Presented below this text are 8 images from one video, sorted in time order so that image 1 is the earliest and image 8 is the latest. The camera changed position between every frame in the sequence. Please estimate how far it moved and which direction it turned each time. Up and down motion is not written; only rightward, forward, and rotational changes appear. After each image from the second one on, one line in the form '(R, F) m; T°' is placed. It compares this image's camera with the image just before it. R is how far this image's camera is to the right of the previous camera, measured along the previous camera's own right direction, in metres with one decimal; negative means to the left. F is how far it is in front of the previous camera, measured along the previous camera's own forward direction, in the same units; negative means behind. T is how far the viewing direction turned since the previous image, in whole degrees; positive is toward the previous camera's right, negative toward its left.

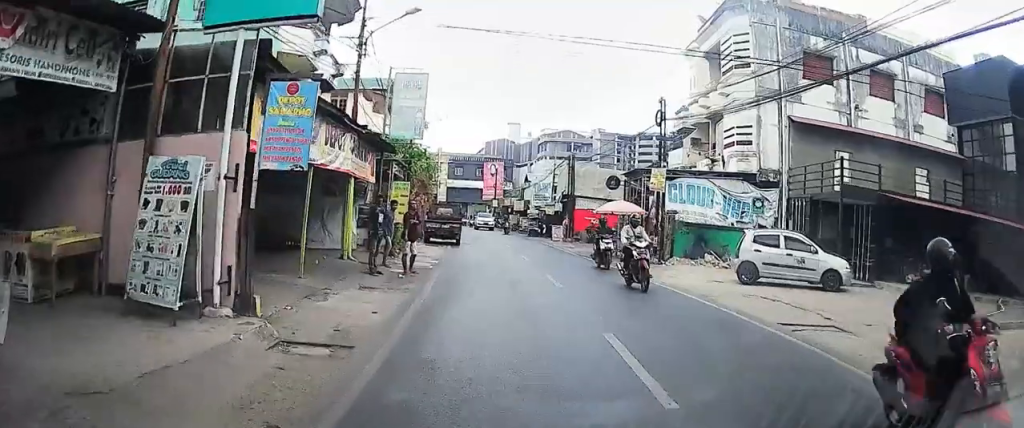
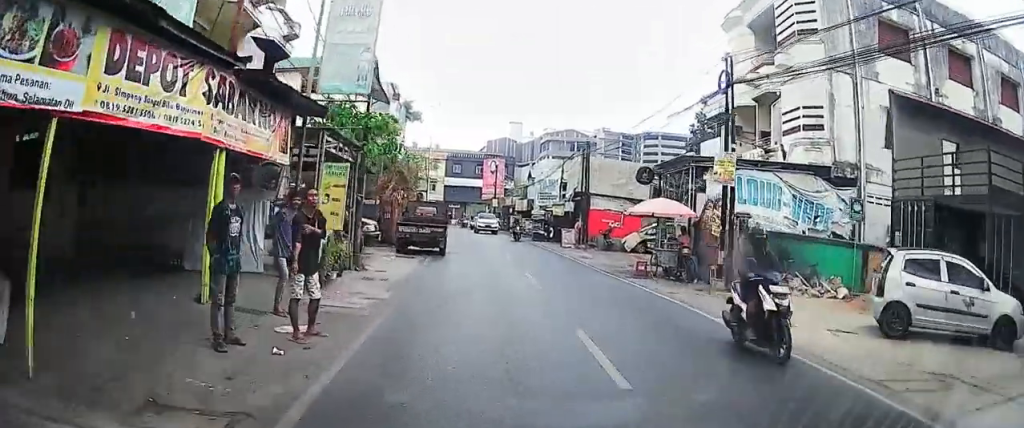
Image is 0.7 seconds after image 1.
(0.0, +7.1) m; 0°
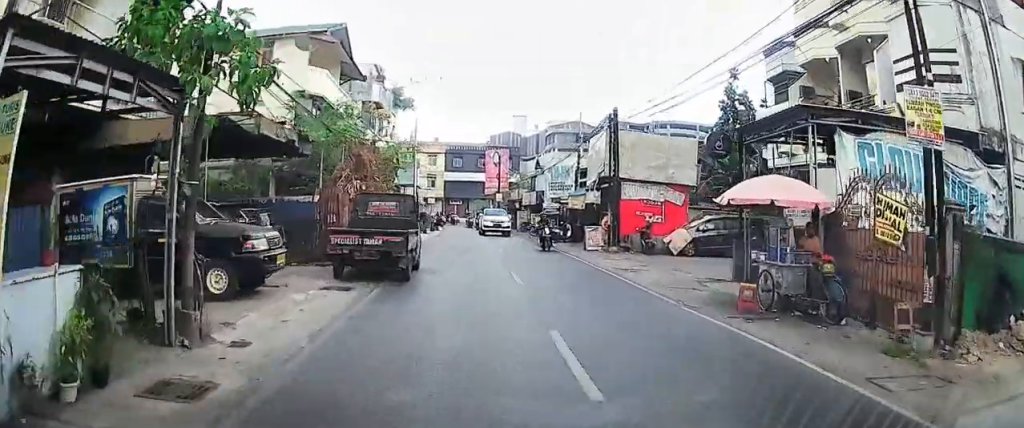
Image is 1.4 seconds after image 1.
(0.0, +8.0) m; 0°
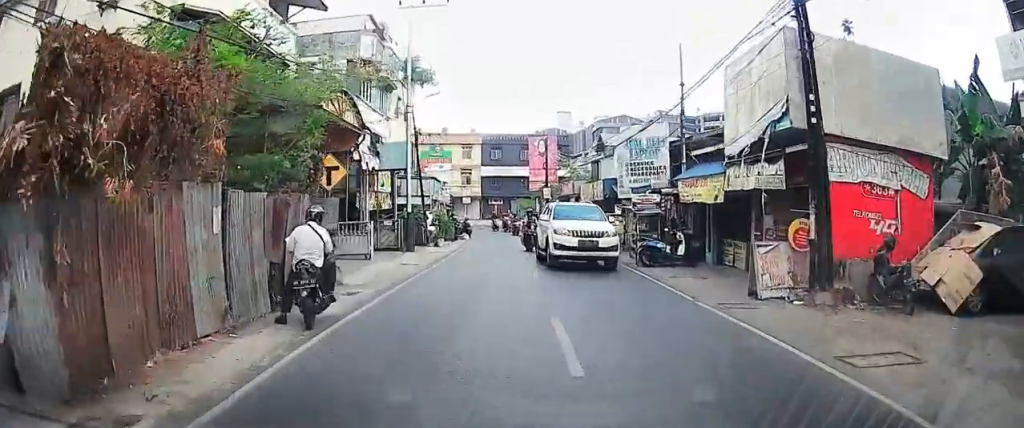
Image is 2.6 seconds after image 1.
(0.0, +15.0) m; 0°
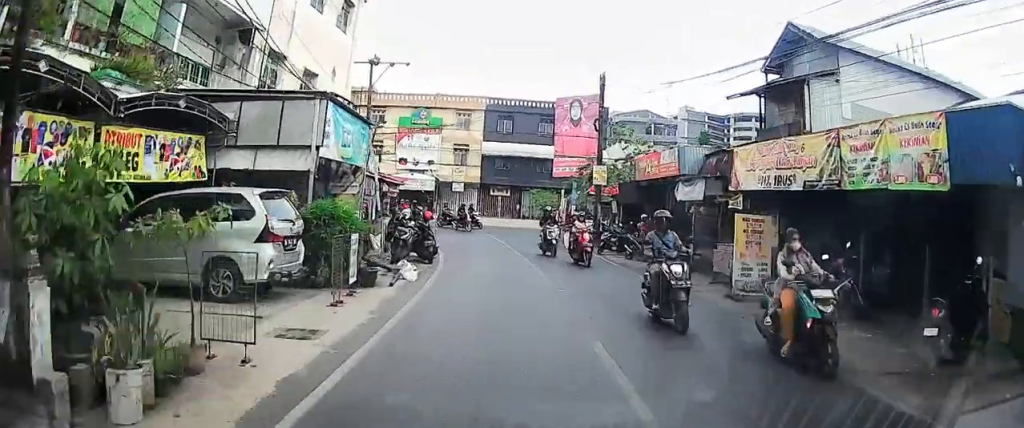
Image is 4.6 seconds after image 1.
(0.0, +25.1) m; 0°
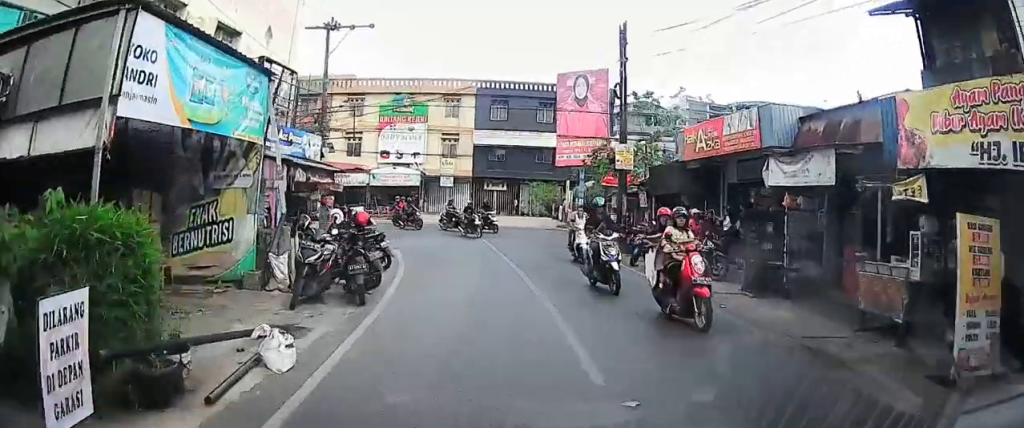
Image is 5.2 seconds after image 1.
(0.0, +7.5) m; -2°
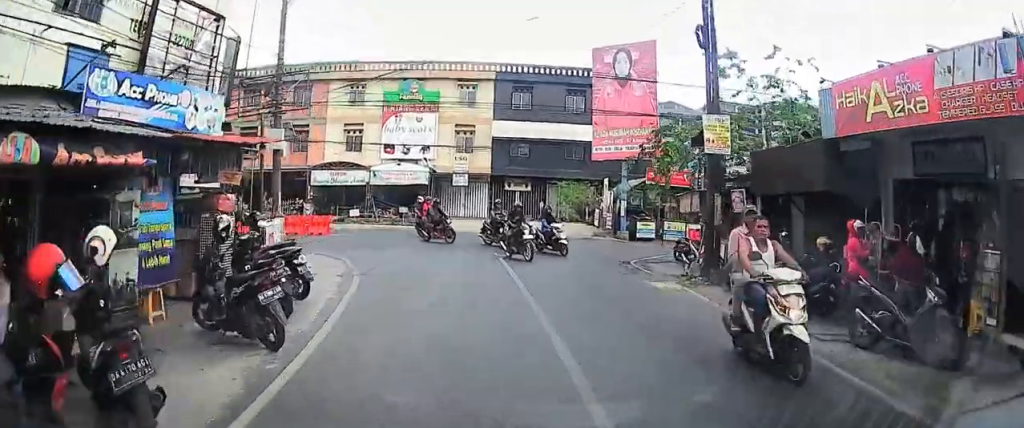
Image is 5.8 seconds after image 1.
(-0.2, +9.0) m; -2°
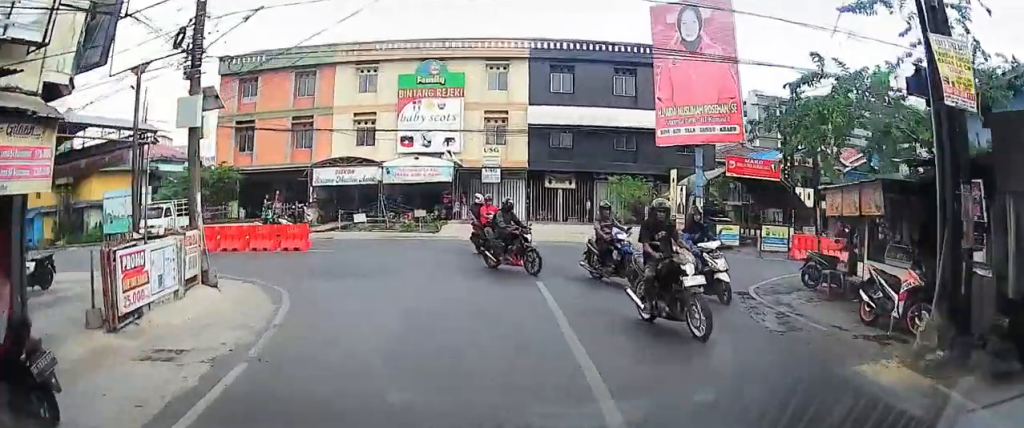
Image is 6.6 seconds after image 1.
(-0.6, +10.2) m; -1°
